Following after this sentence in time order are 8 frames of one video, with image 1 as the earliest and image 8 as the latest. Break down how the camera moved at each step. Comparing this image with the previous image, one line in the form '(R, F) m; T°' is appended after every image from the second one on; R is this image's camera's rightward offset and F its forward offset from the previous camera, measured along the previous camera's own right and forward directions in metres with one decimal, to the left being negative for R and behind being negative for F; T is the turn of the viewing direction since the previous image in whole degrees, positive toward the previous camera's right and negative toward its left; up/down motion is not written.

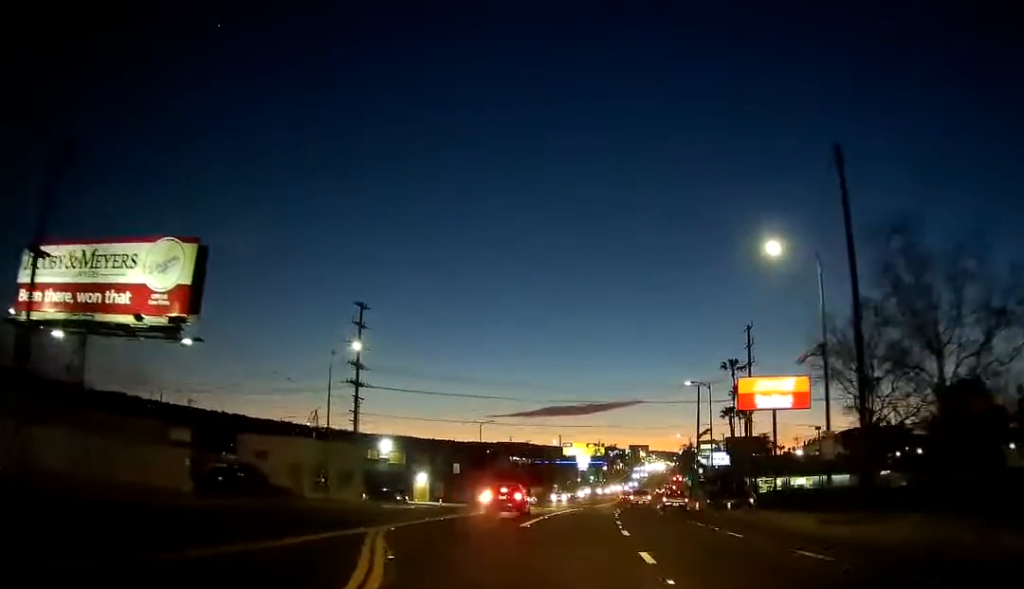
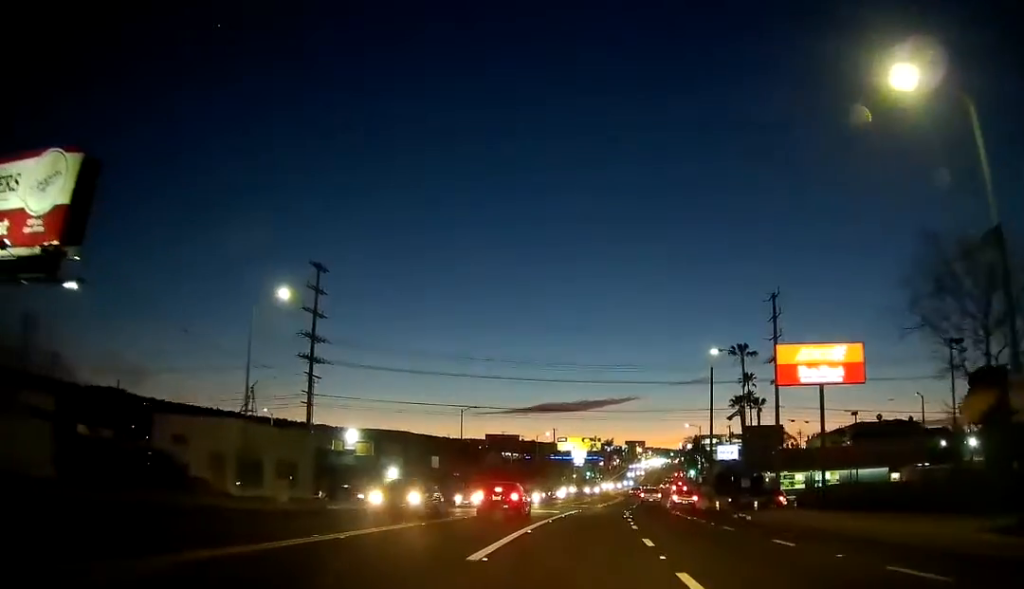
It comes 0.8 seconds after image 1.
(0.0, +12.0) m; +1°
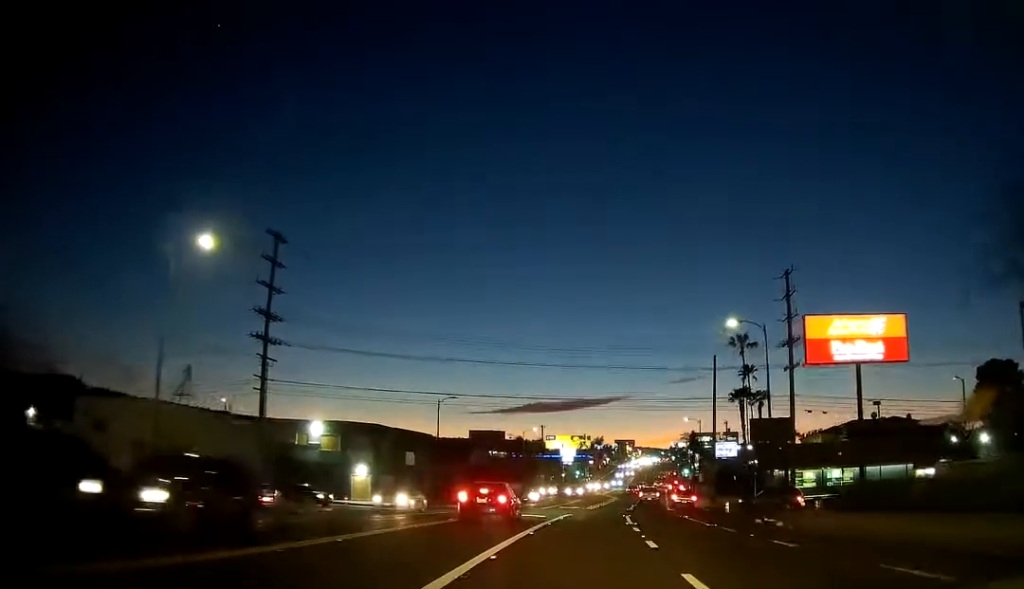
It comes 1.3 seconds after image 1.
(+0.1, +7.4) m; 0°
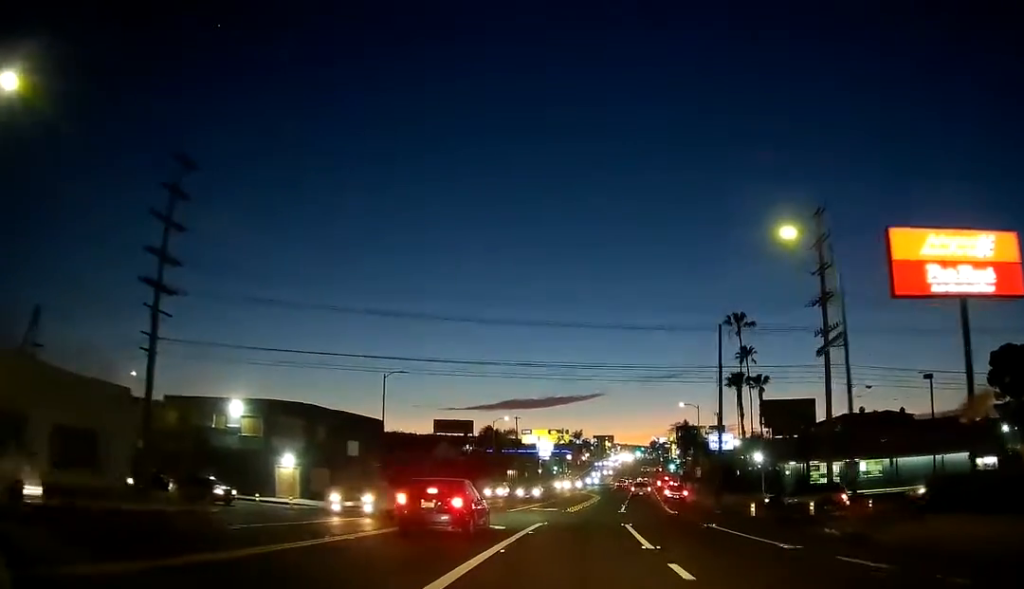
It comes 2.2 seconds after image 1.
(+0.2, +13.3) m; +1°
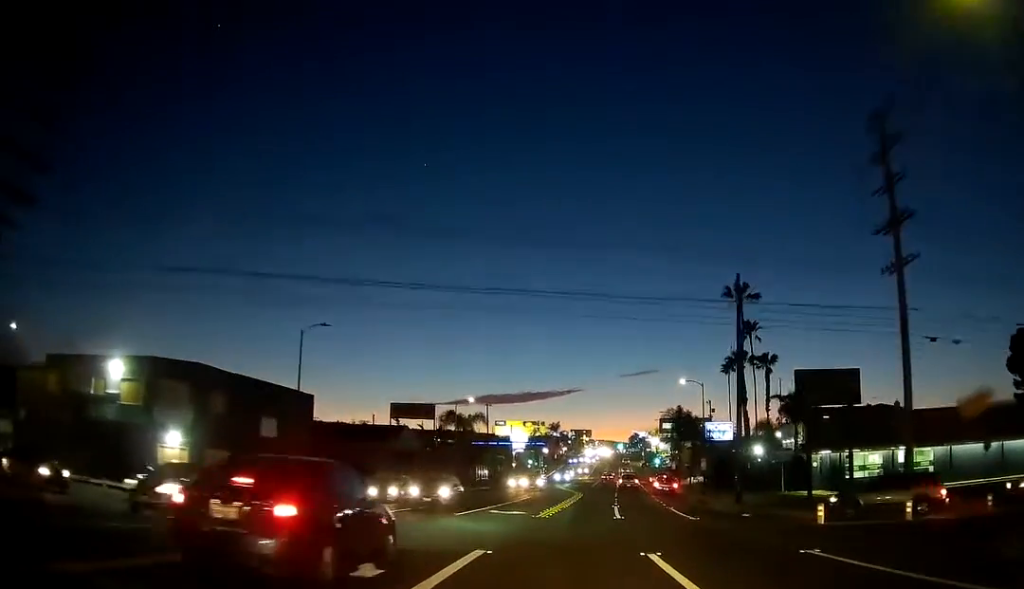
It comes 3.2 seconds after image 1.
(0.0, +14.2) m; +2°
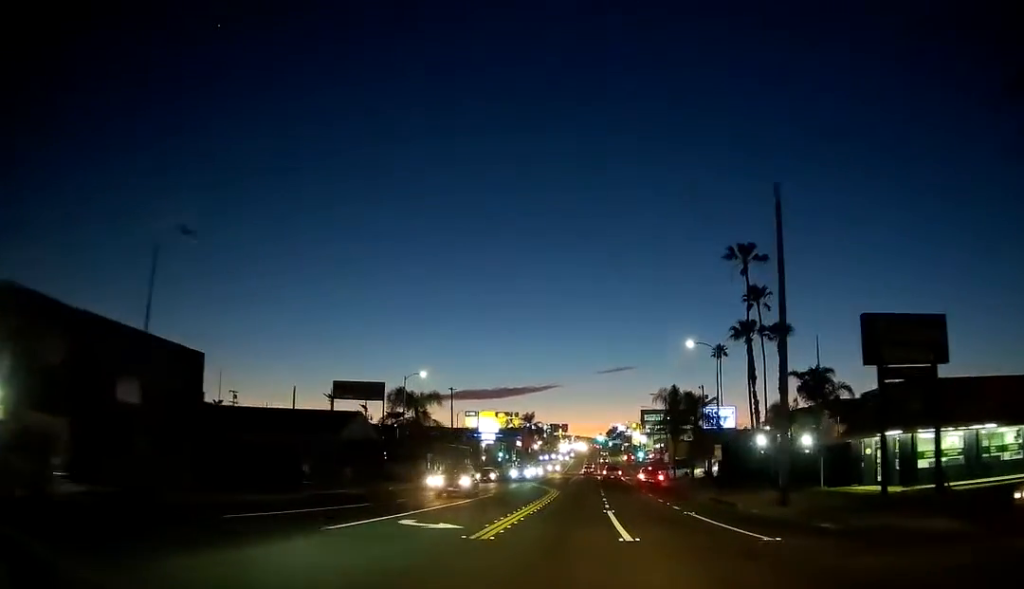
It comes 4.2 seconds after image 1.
(+0.4, +14.8) m; +2°
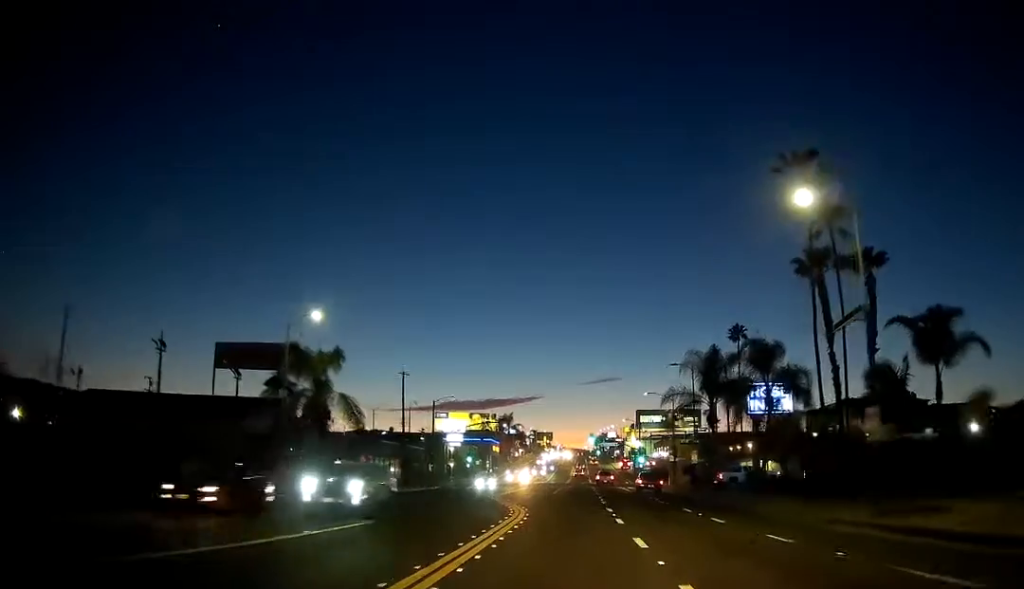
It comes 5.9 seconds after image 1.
(+0.4, +26.0) m; +2°
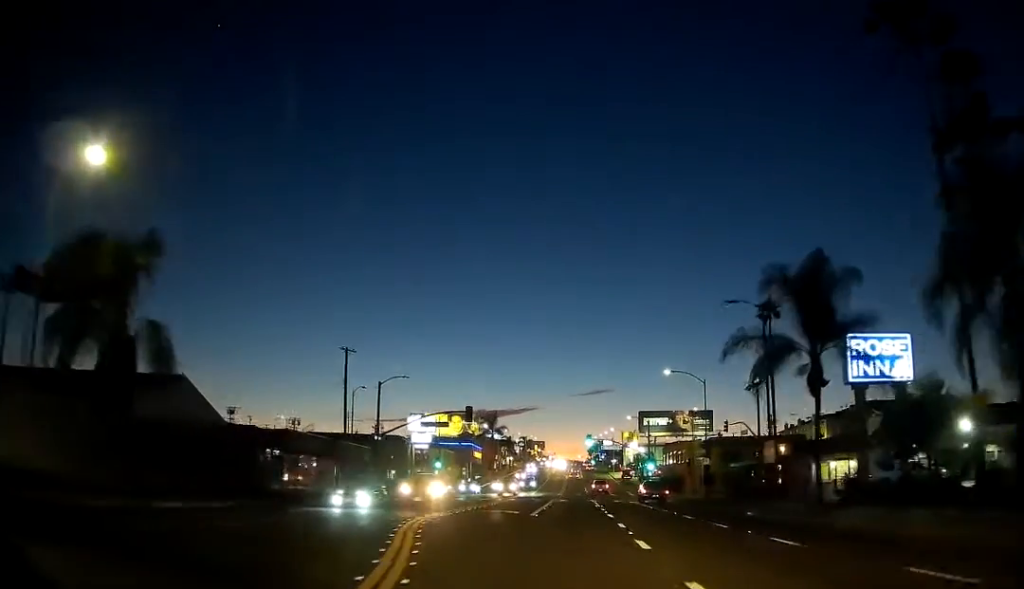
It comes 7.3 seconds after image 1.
(+0.3, +21.7) m; +1°
